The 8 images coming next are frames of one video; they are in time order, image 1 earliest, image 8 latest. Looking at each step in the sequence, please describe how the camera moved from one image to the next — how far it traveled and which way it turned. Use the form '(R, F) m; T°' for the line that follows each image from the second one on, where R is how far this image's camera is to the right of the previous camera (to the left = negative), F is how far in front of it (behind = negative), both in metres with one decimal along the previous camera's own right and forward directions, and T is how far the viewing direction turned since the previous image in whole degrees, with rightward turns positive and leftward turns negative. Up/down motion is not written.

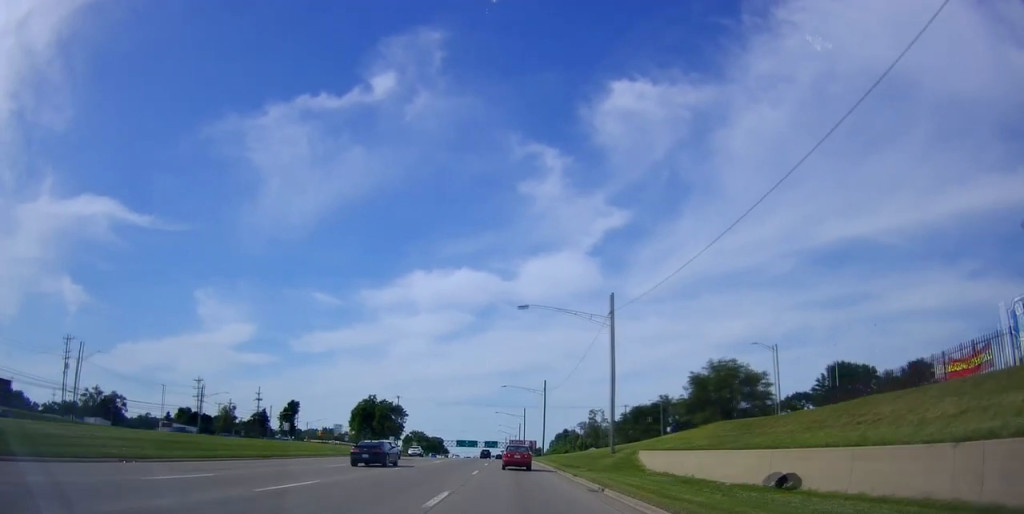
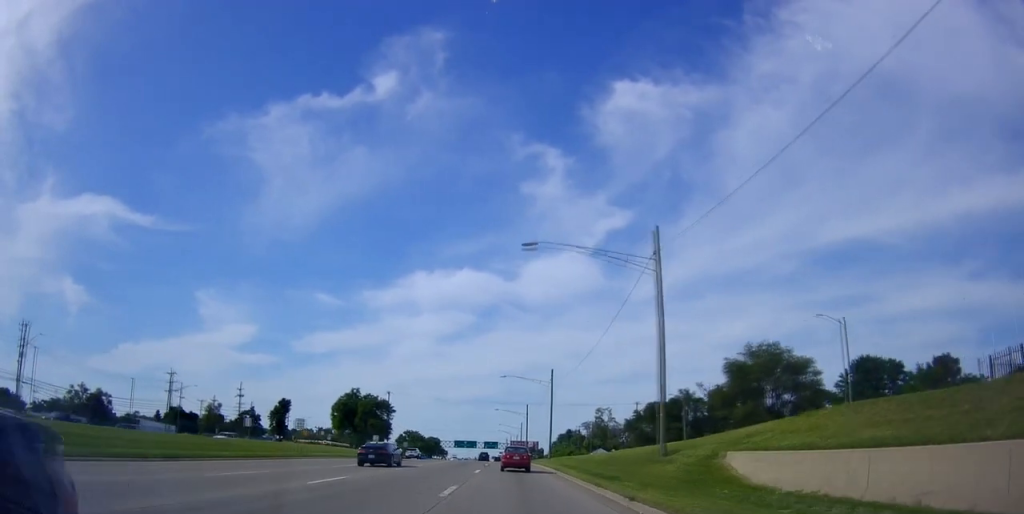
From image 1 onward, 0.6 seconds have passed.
(-0.4, +12.1) m; -1°
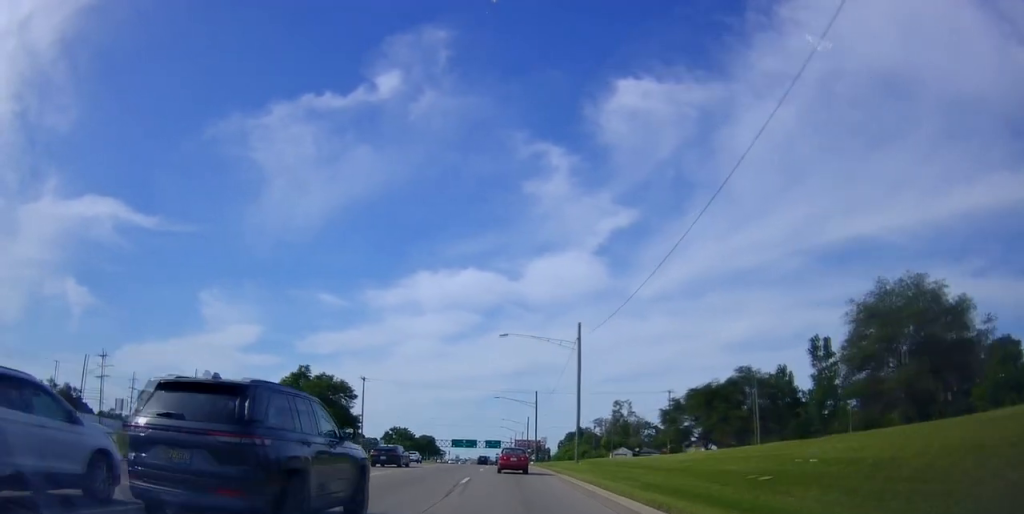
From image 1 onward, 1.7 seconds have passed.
(+0.3, +24.8) m; 0°
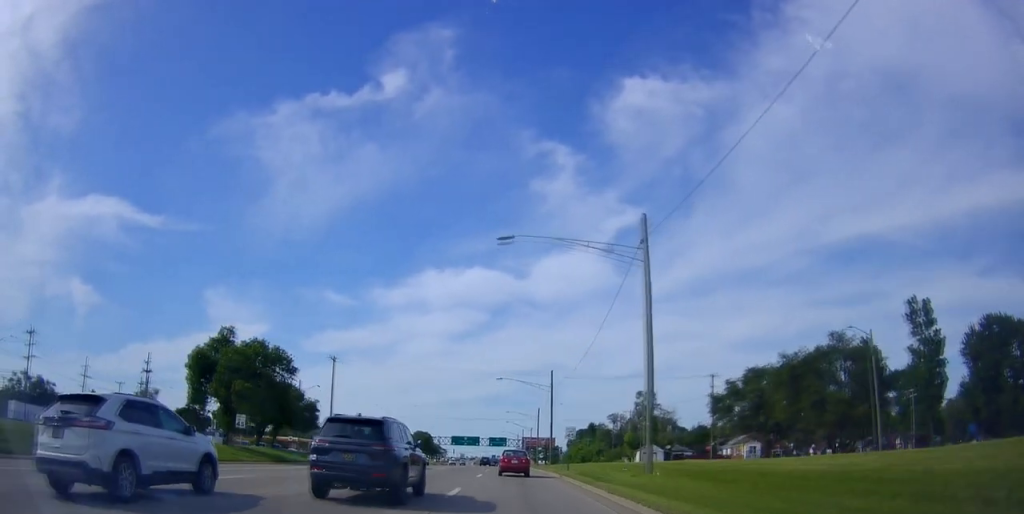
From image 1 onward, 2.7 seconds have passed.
(-0.3, +21.2) m; -1°
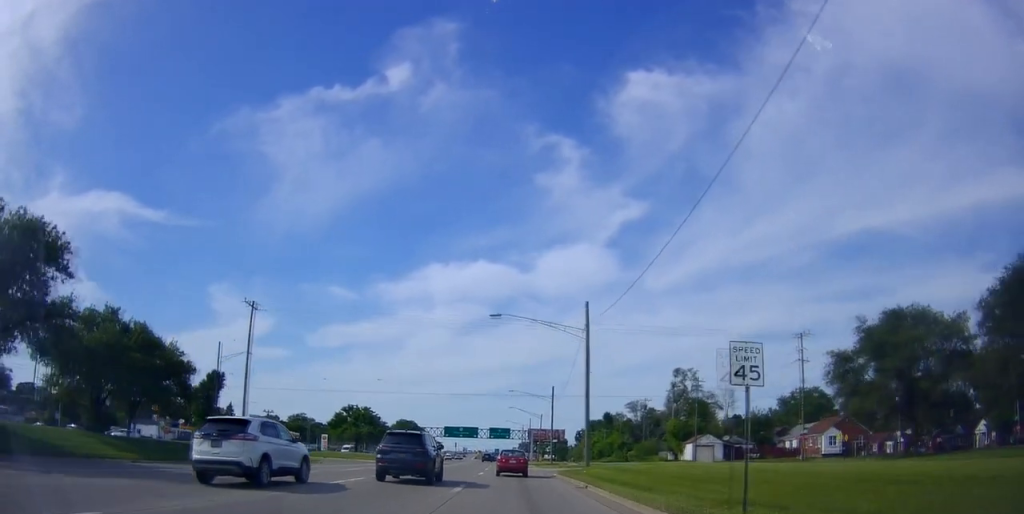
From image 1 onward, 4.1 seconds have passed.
(-0.3, +28.8) m; 0°
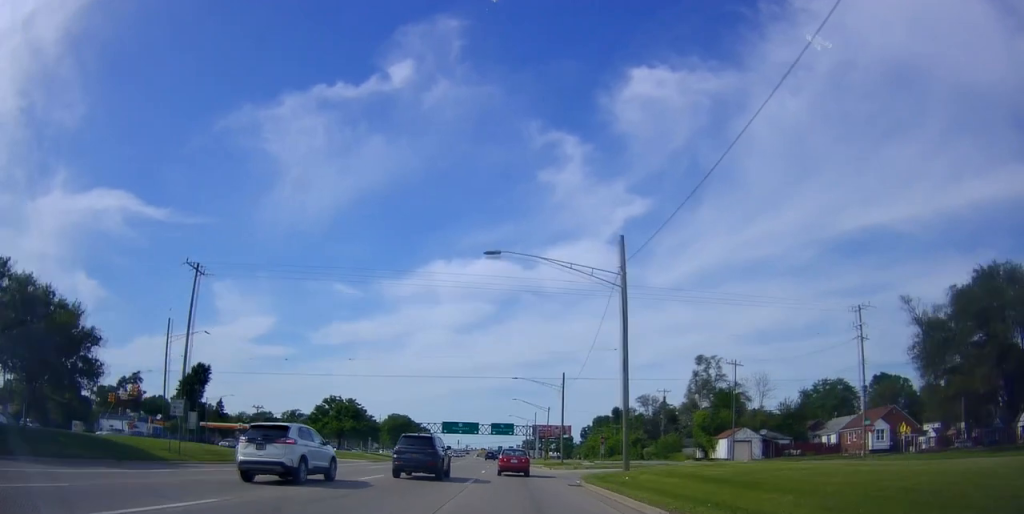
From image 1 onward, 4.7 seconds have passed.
(-0.2, +11.8) m; 0°
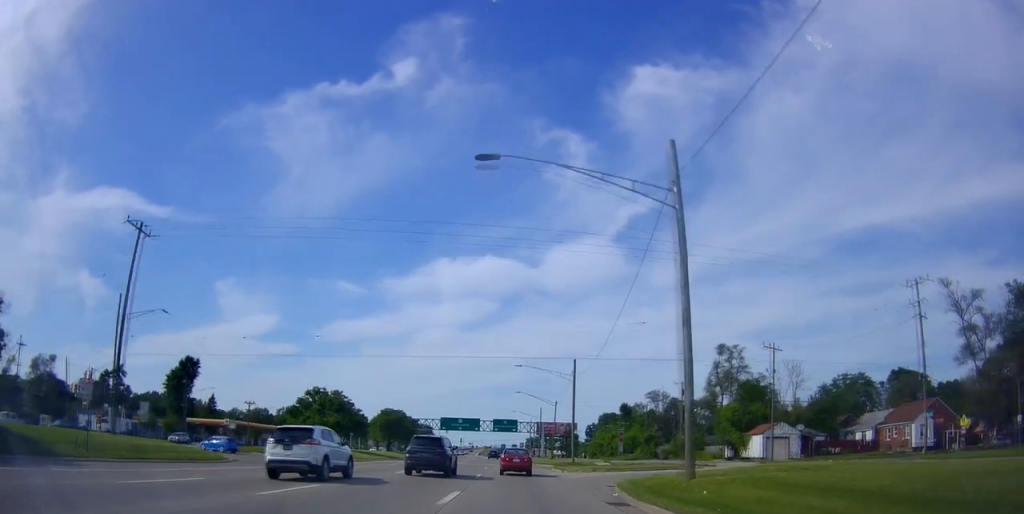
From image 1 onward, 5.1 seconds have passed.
(+0.3, +8.9) m; 0°
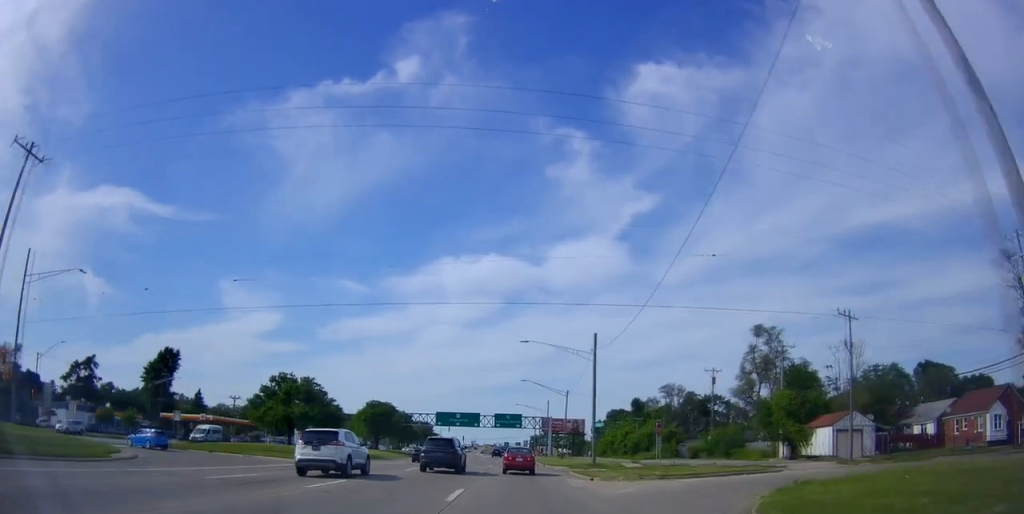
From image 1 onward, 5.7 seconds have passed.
(+0.2, +13.0) m; 0°
